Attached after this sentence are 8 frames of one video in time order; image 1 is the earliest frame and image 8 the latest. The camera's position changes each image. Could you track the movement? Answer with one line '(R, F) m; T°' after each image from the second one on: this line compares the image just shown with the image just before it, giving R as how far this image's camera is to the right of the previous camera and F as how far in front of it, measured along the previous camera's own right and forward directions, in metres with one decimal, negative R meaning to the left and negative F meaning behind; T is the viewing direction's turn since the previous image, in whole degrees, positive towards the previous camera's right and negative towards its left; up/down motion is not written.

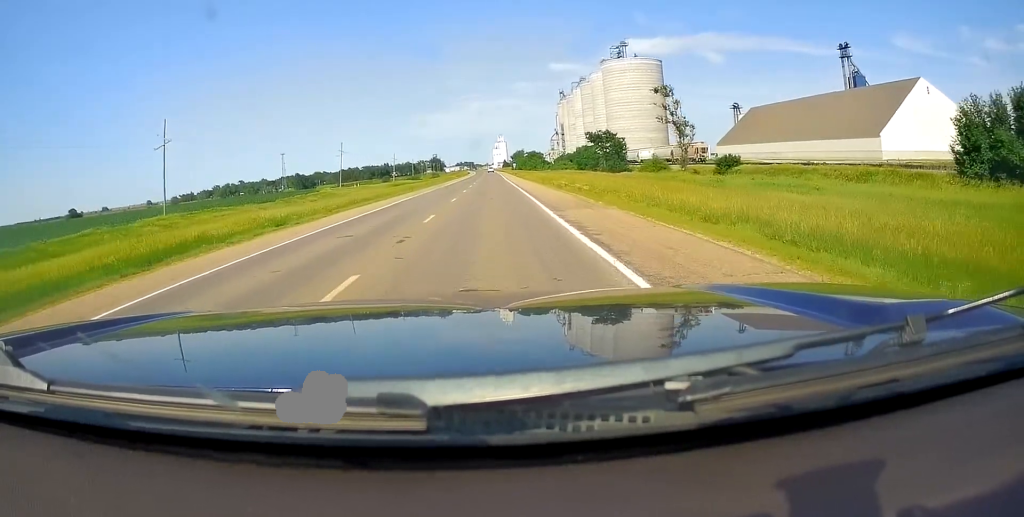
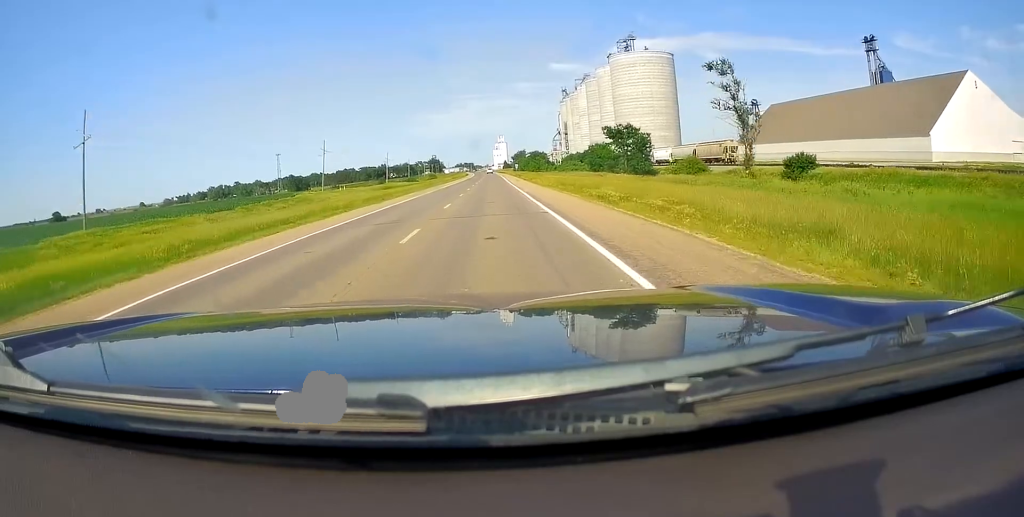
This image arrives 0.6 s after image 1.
(-0.3, +17.2) m; -1°
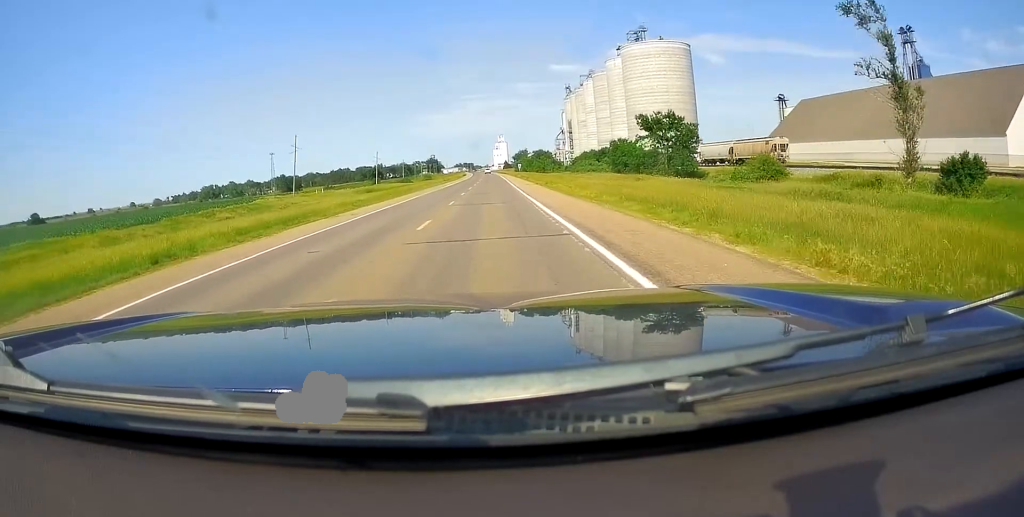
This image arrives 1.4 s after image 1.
(-0.4, +21.7) m; 0°
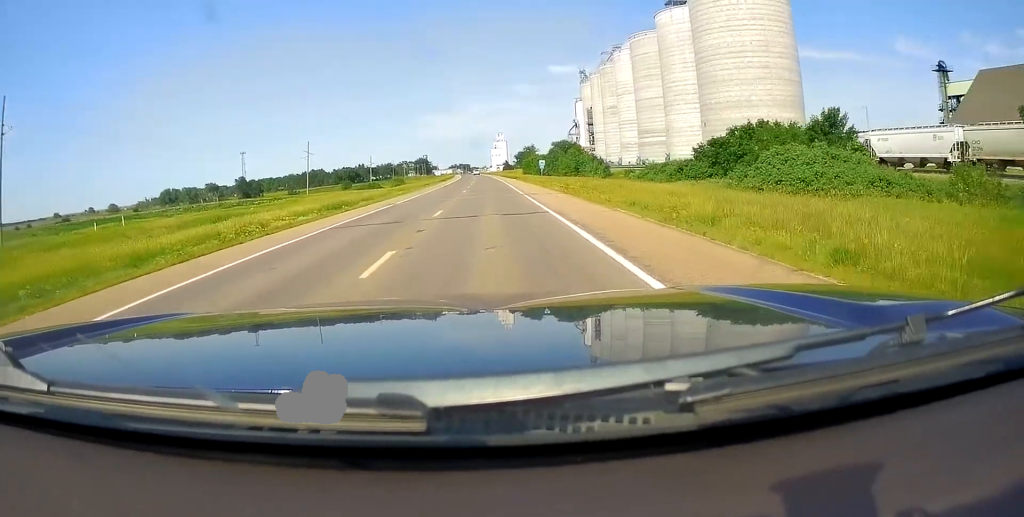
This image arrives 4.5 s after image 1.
(+0.2, +82.2) m; 0°
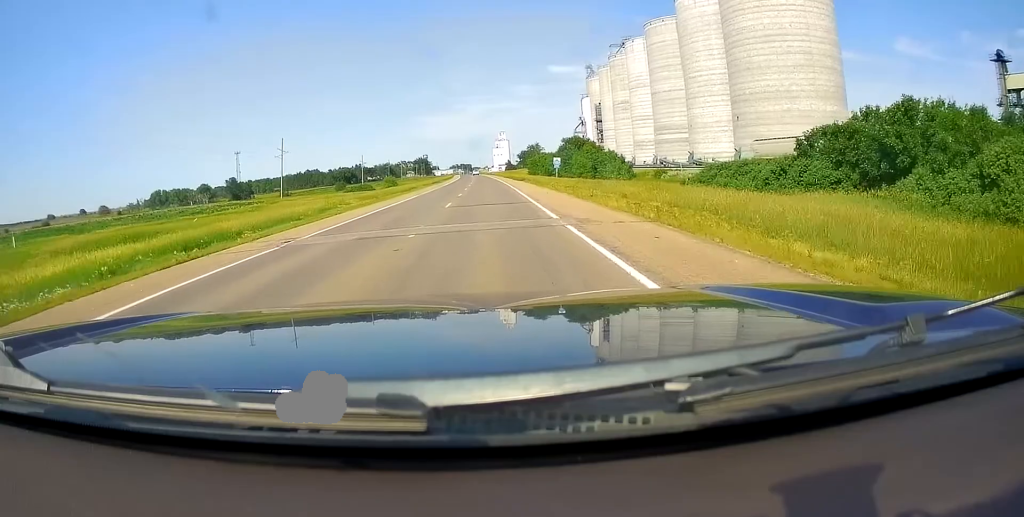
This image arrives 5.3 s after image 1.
(+0.2, +19.2) m; +1°
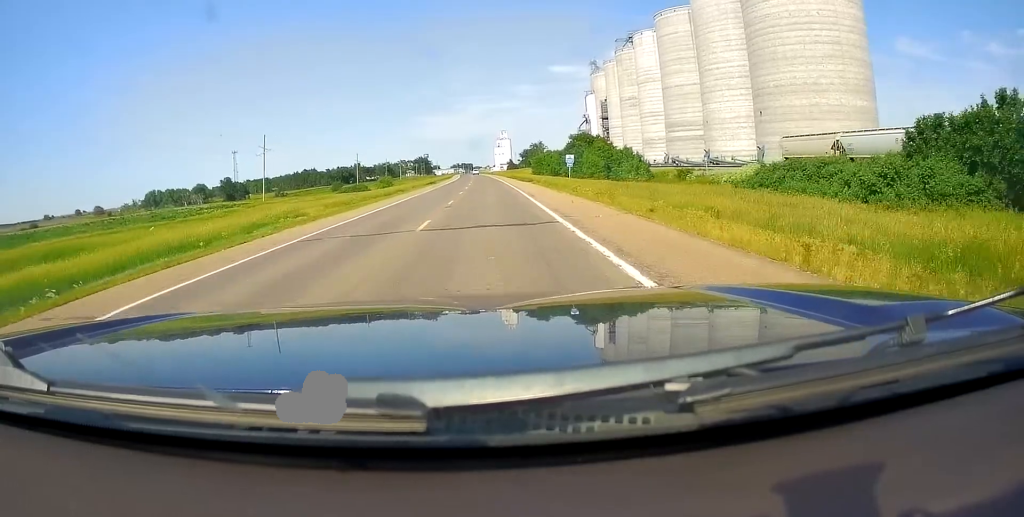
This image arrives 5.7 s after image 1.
(0.0, +10.8) m; 0°
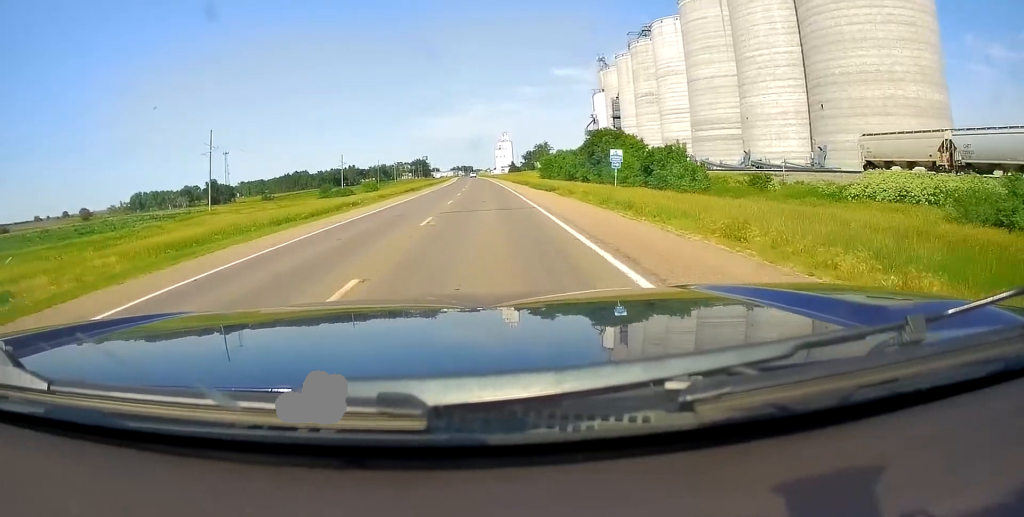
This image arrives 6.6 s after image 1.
(-0.1, +23.3) m; -1°
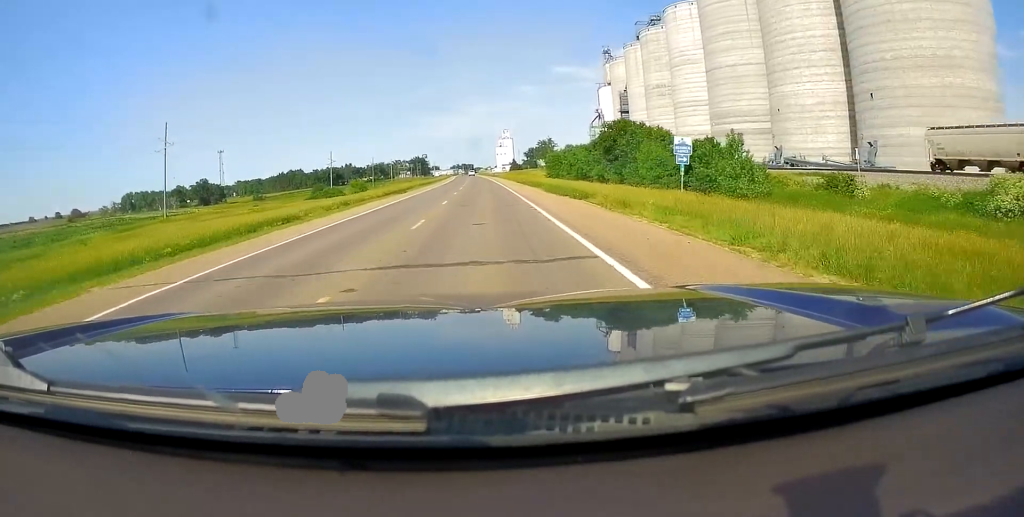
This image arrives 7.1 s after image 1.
(-0.2, +14.2) m; 0°
